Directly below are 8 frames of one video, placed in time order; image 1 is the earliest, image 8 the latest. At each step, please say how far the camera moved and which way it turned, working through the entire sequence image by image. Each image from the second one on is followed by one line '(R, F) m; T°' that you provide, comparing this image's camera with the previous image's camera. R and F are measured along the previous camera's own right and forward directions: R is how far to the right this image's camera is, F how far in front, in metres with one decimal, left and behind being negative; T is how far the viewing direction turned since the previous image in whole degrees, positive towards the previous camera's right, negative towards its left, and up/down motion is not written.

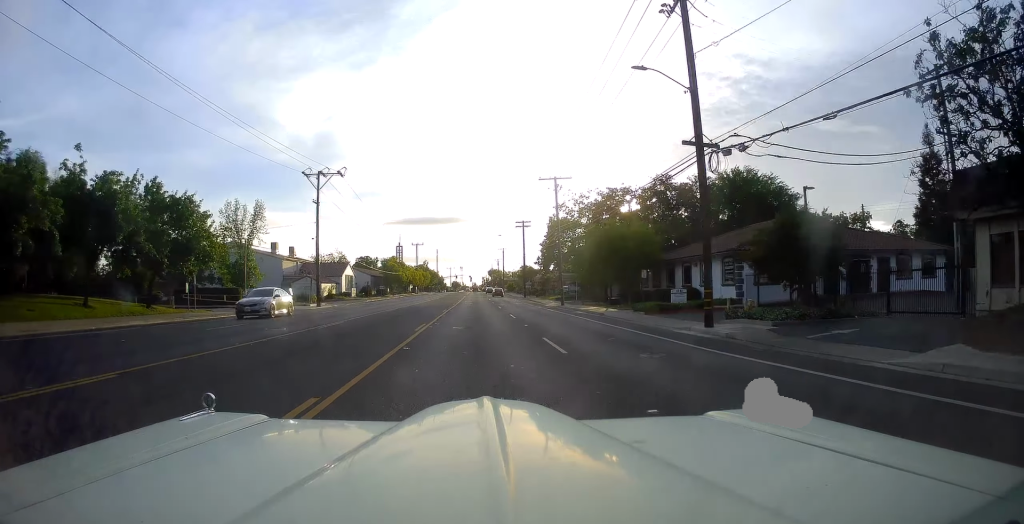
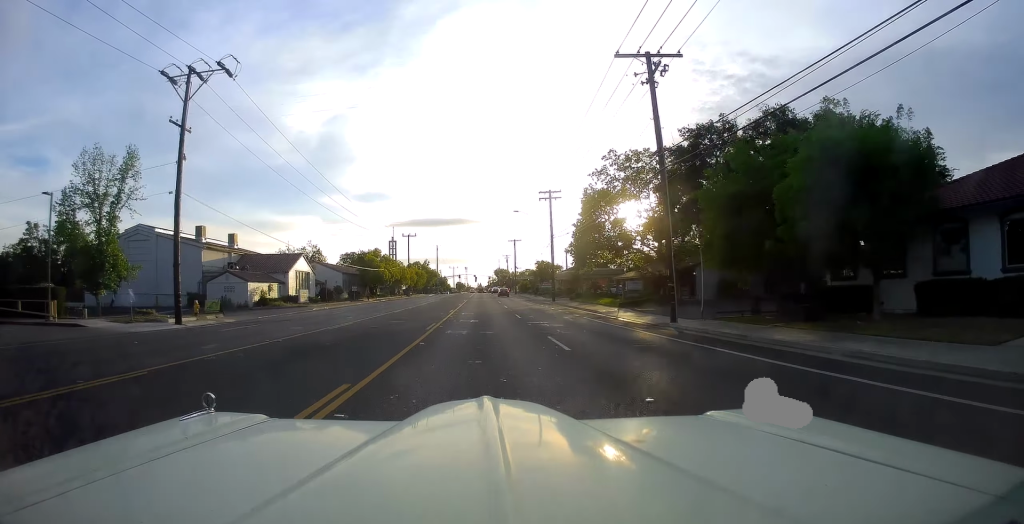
(0.0, +28.9) m; 0°
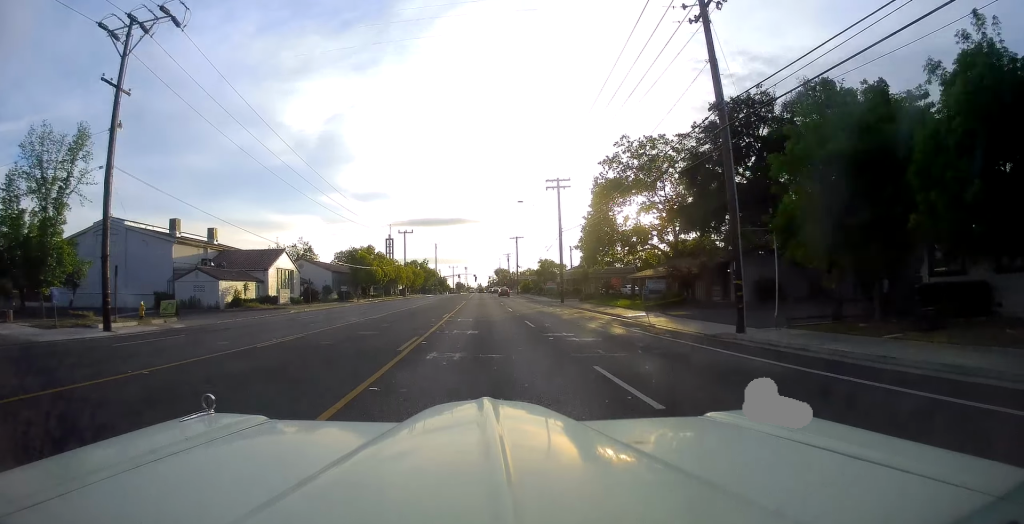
(0.0, +6.5) m; -1°
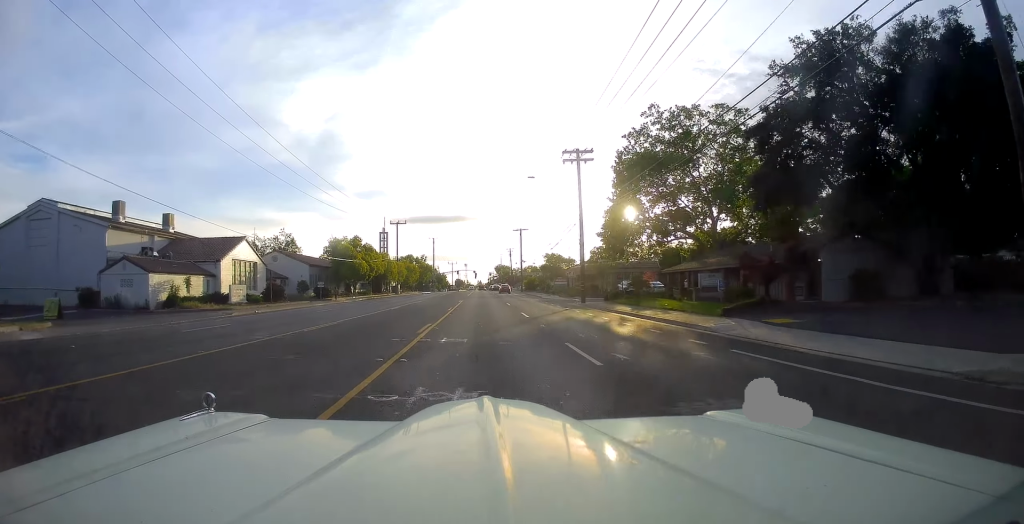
(+0.1, +11.3) m; -1°
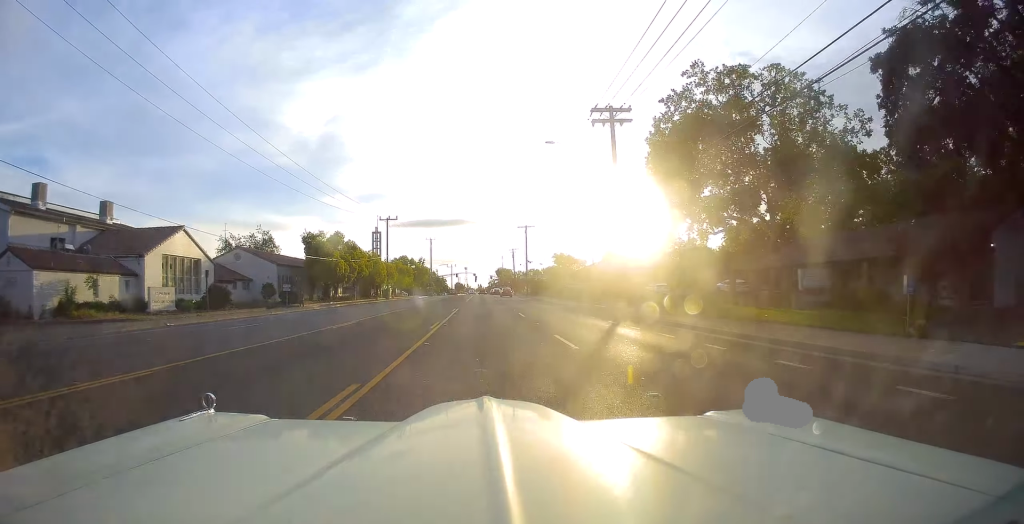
(-0.4, +12.0) m; 0°
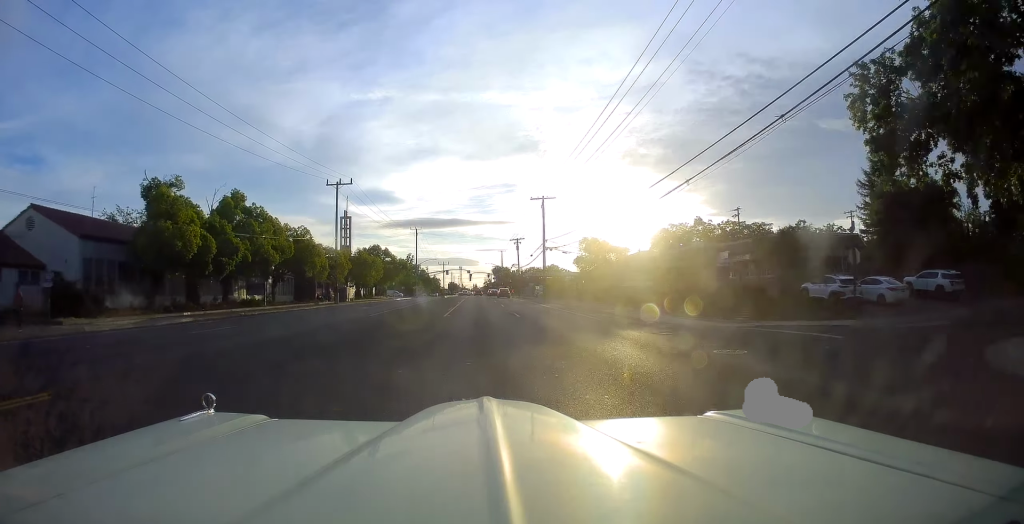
(+1.7, +32.3) m; +4°
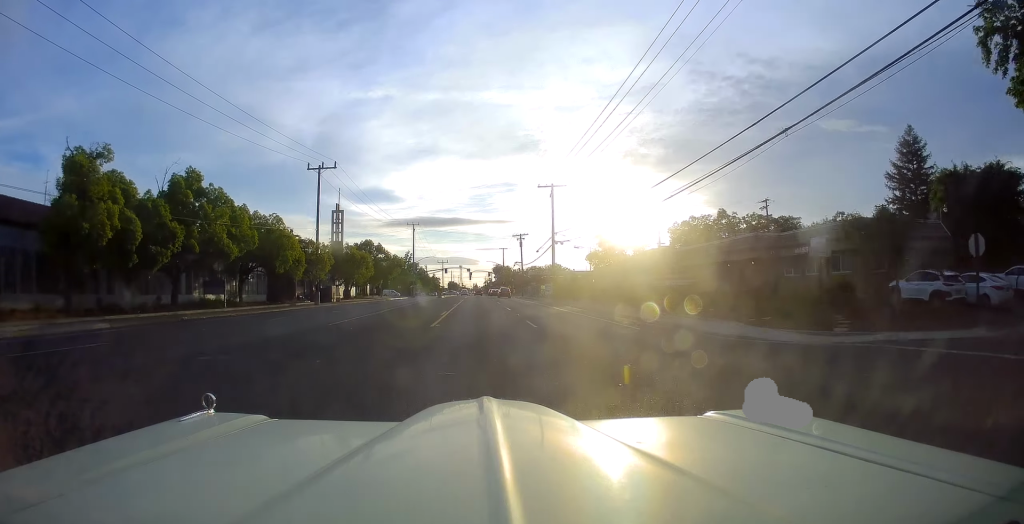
(-0.1, +7.9) m; 0°
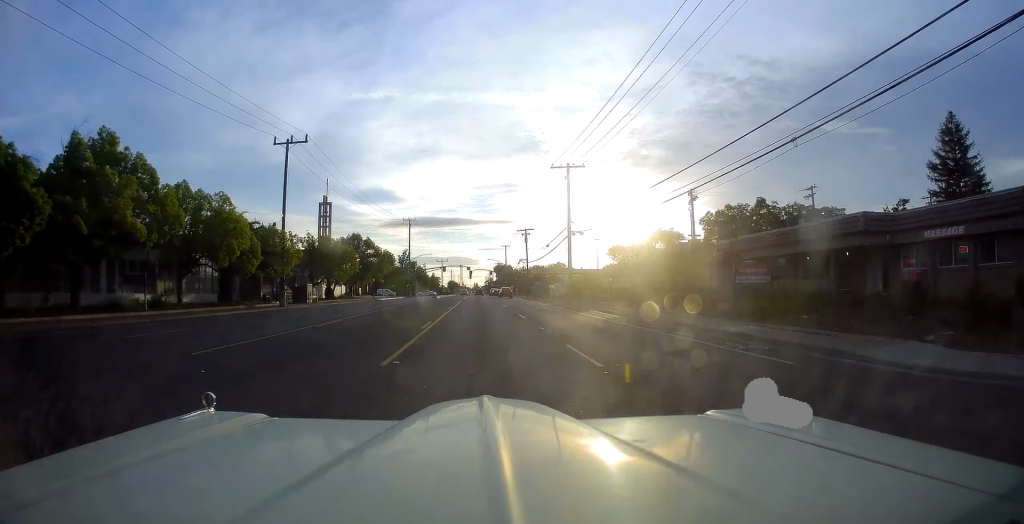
(-0.4, +10.4) m; 0°
